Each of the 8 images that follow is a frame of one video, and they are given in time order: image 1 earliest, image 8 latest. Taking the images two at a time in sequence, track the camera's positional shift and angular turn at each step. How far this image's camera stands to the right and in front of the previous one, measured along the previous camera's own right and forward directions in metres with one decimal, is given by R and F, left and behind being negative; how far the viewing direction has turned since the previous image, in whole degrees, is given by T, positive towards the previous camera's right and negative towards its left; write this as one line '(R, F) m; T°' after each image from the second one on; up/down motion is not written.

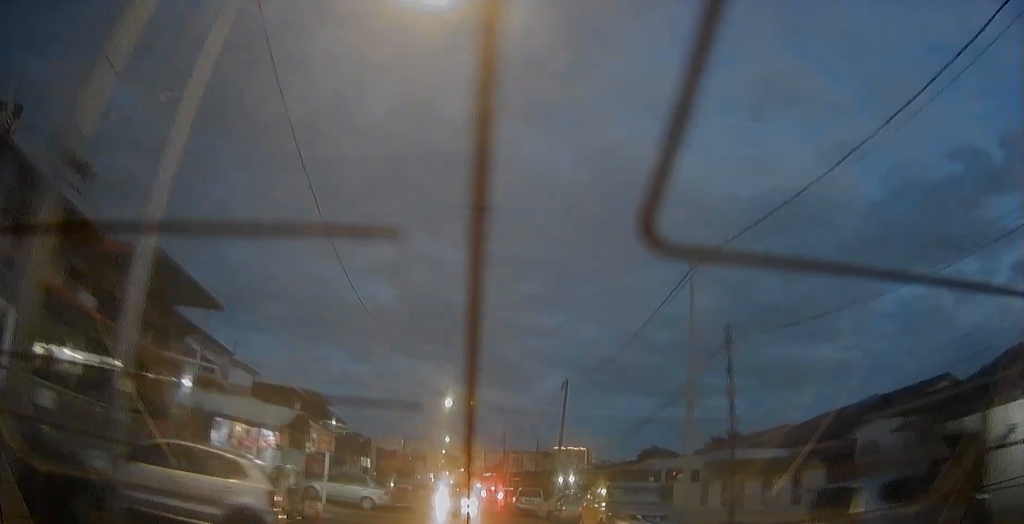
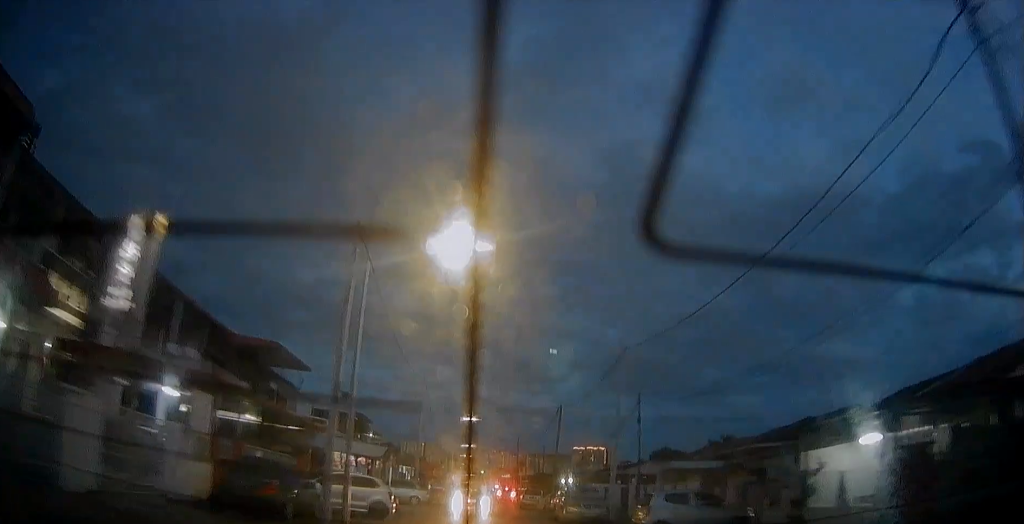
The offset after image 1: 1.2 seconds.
(+0.1, +10.2) m; +1°
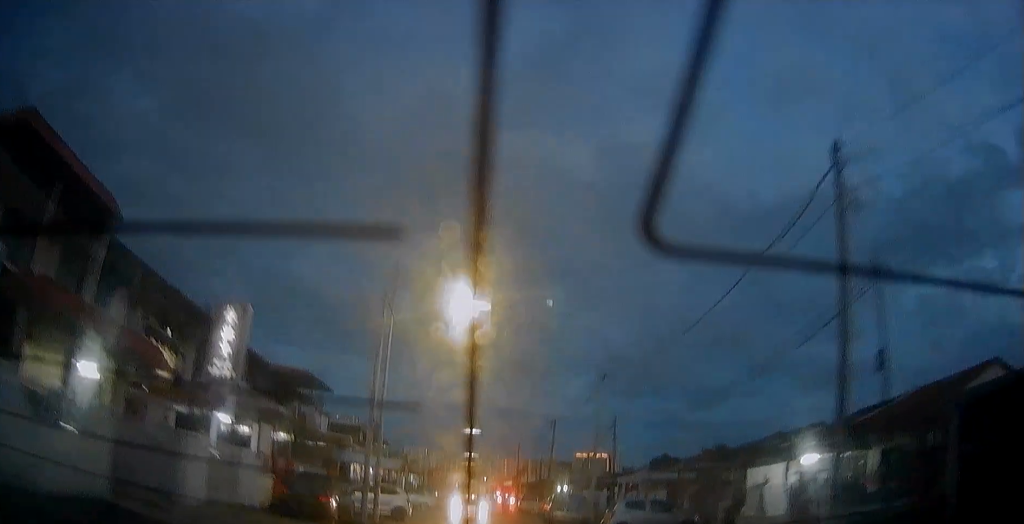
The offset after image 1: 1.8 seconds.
(0.0, +4.7) m; +1°
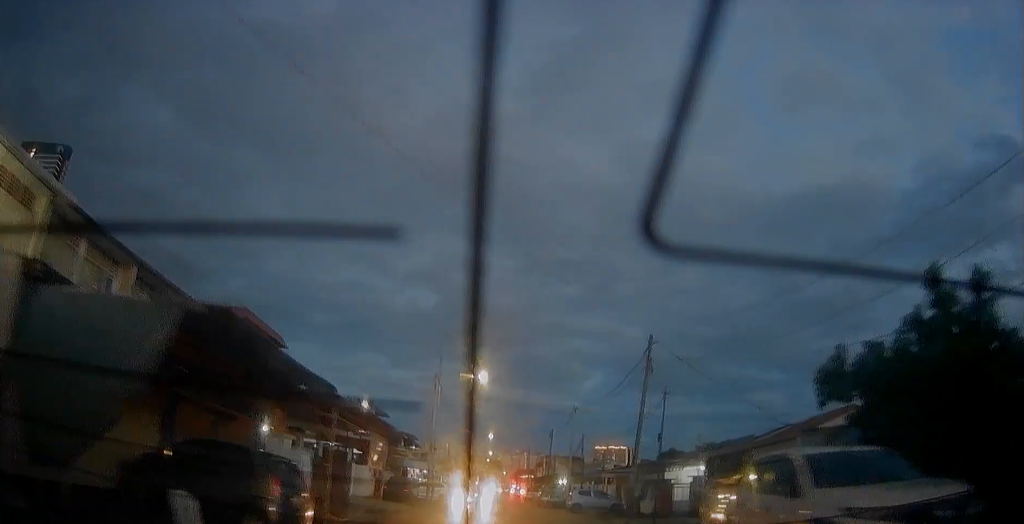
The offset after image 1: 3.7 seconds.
(+0.3, +16.0) m; +2°
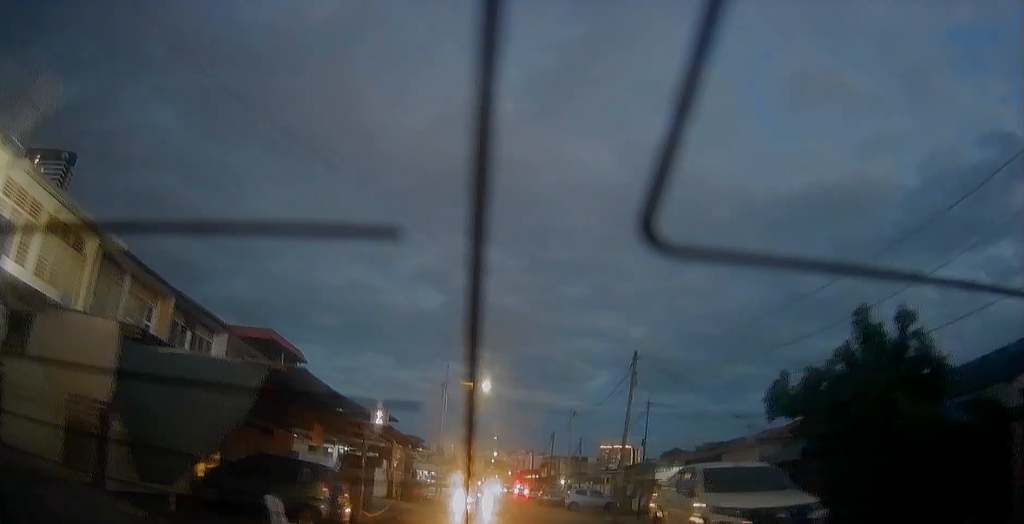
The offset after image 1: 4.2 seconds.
(0.0, +3.6) m; 0°
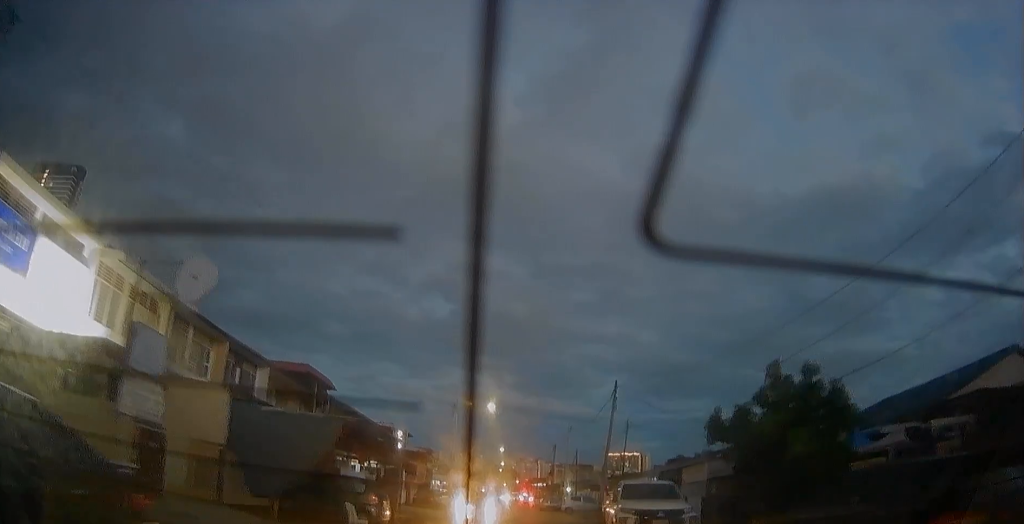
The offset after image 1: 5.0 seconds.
(0.0, +5.8) m; +1°
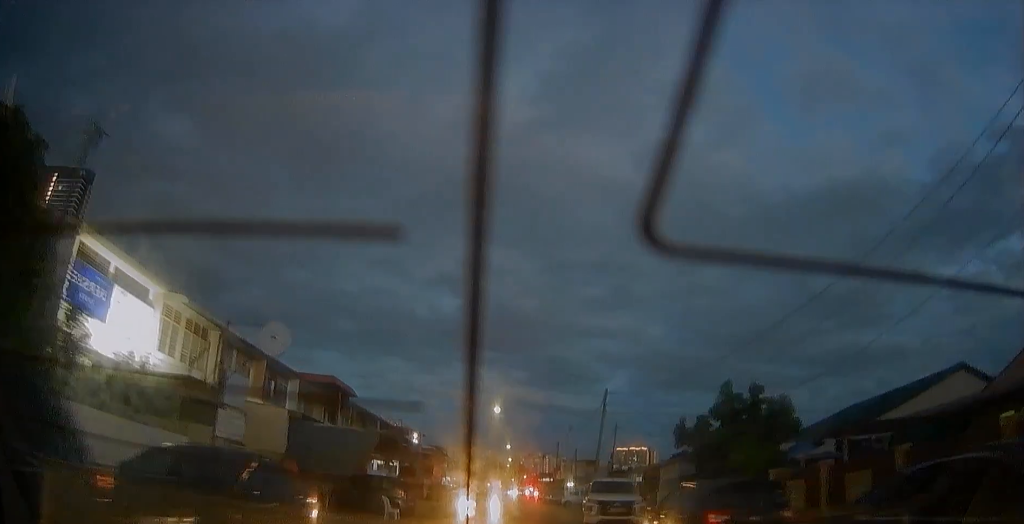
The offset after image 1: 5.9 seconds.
(+0.1, +5.9) m; +1°
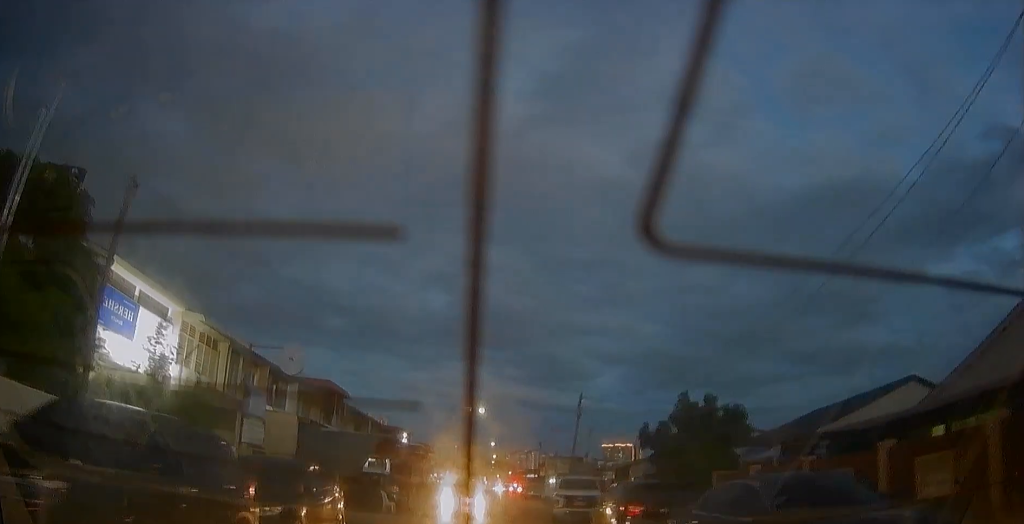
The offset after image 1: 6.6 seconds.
(0.0, +4.2) m; 0°
